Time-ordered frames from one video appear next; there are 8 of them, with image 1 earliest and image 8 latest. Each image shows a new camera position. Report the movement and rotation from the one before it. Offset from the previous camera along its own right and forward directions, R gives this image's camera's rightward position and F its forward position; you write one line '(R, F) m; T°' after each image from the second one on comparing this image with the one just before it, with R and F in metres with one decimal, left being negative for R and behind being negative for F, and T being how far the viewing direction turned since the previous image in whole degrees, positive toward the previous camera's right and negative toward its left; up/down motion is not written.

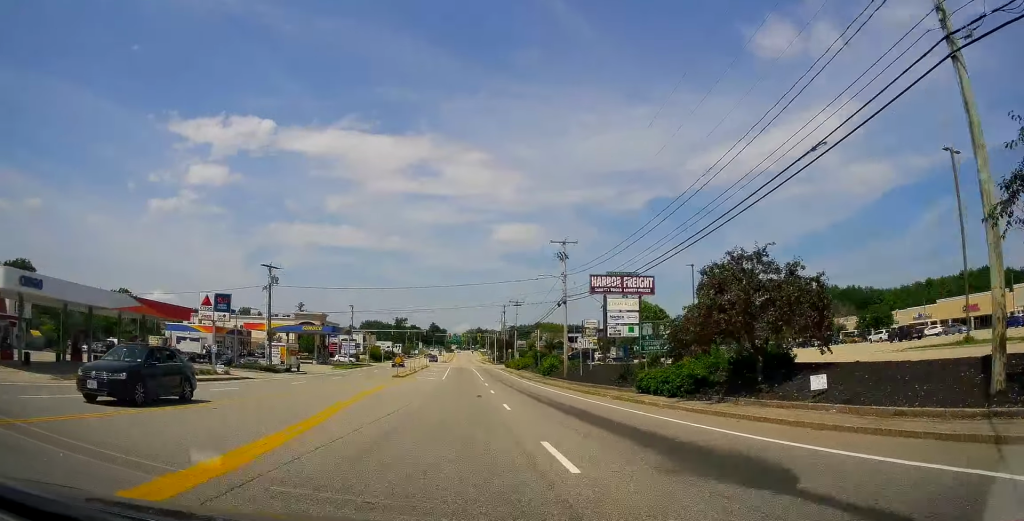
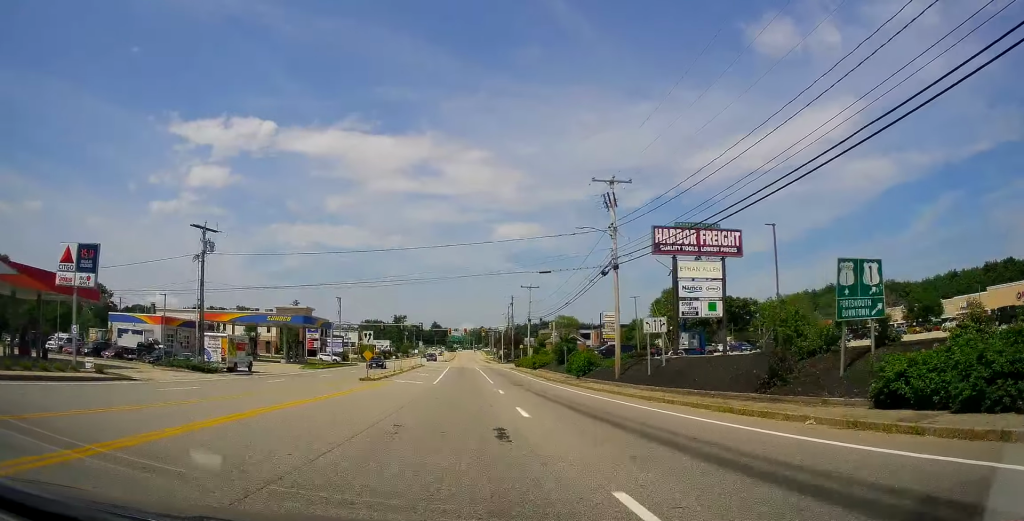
(+0.1, +16.8) m; 0°
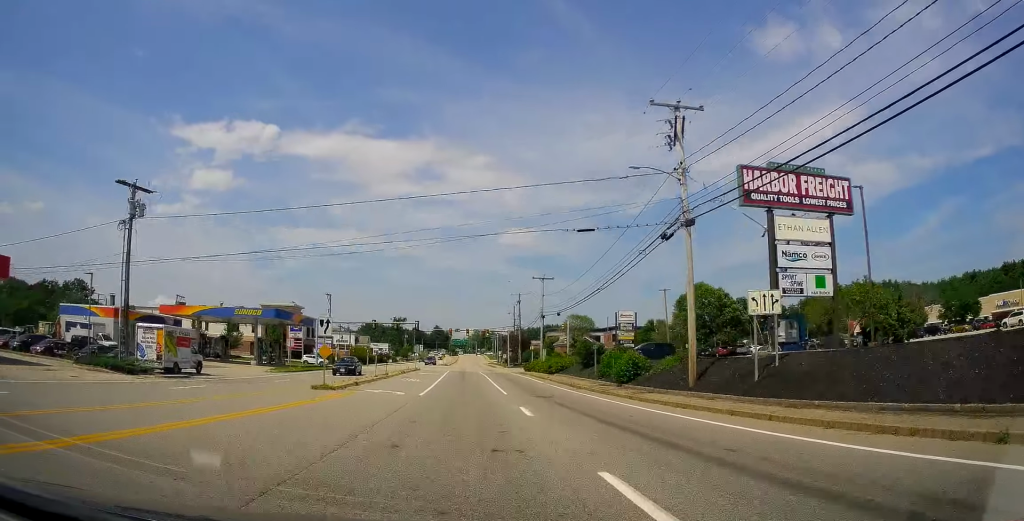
(-0.2, +11.2) m; 0°
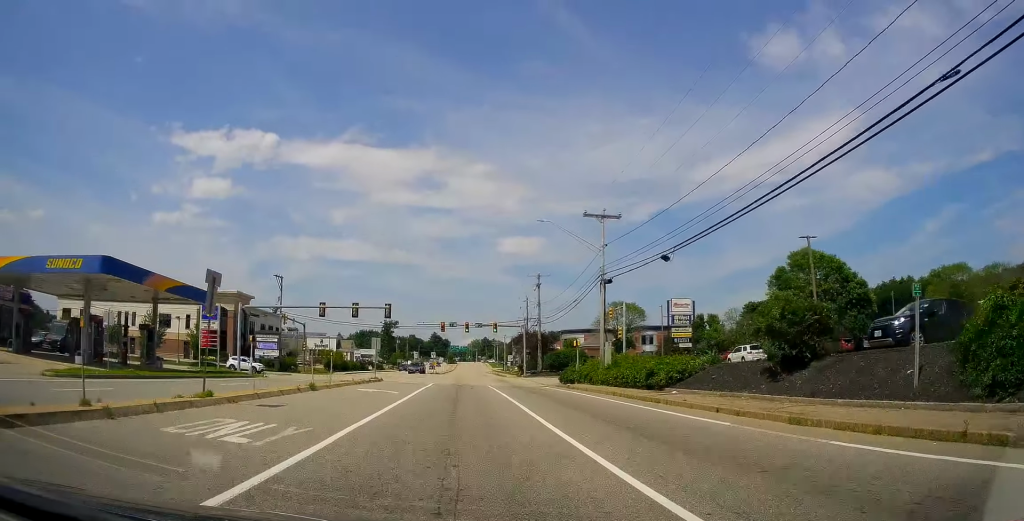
(+0.3, +30.6) m; 0°
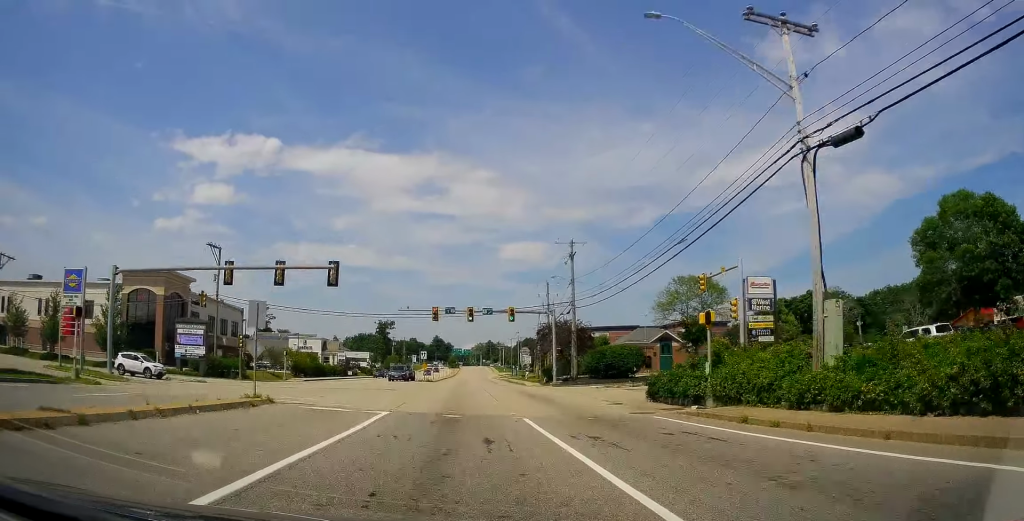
(-0.4, +23.6) m; -1°
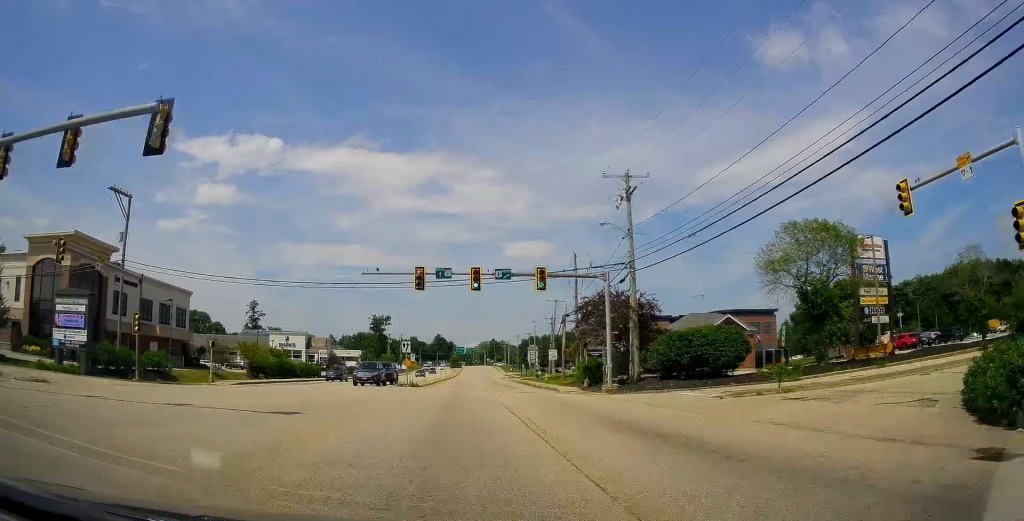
(0.0, +19.5) m; +1°
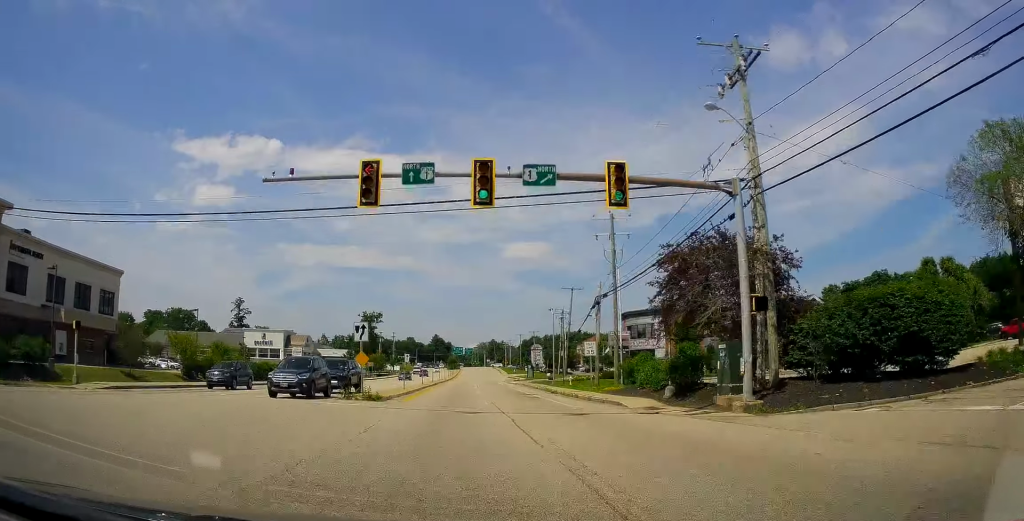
(+0.2, +17.0) m; 0°
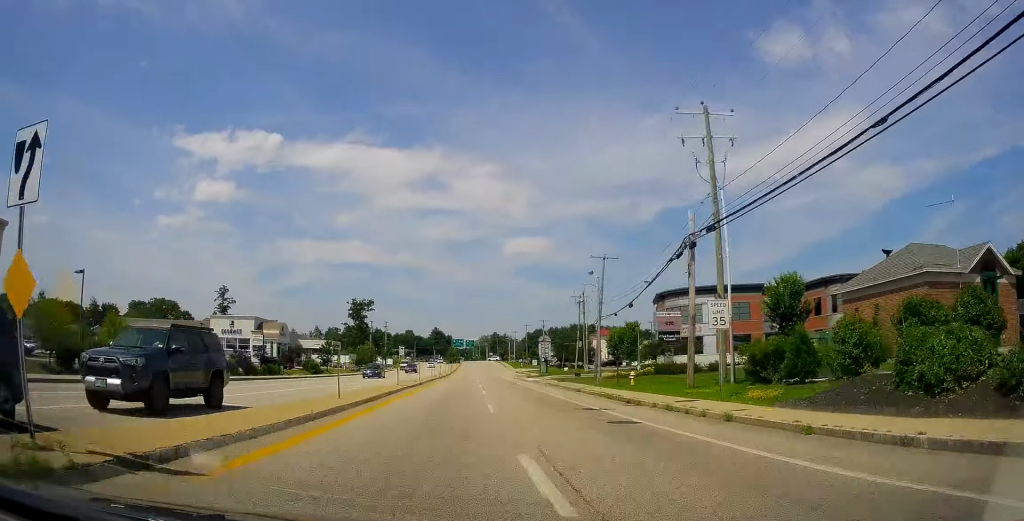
(0.0, +19.4) m; 0°
